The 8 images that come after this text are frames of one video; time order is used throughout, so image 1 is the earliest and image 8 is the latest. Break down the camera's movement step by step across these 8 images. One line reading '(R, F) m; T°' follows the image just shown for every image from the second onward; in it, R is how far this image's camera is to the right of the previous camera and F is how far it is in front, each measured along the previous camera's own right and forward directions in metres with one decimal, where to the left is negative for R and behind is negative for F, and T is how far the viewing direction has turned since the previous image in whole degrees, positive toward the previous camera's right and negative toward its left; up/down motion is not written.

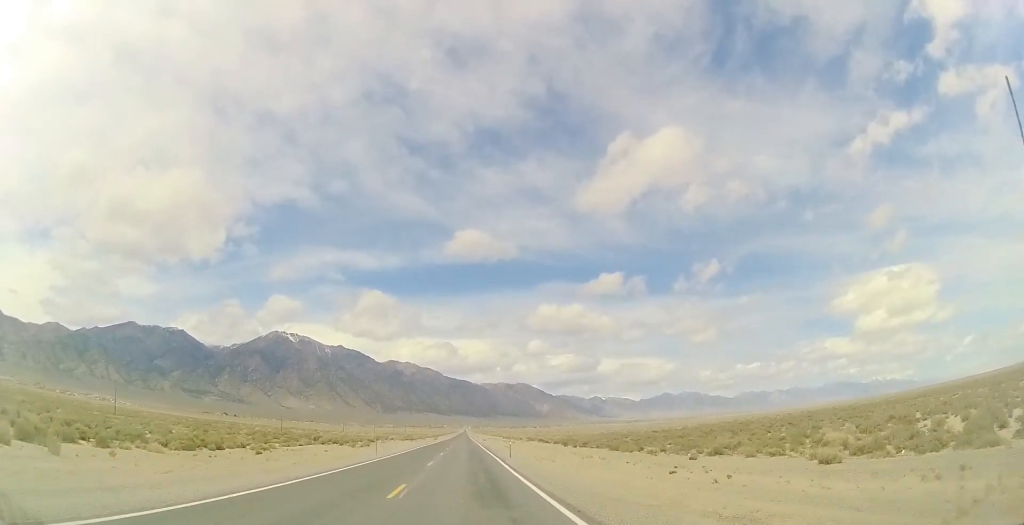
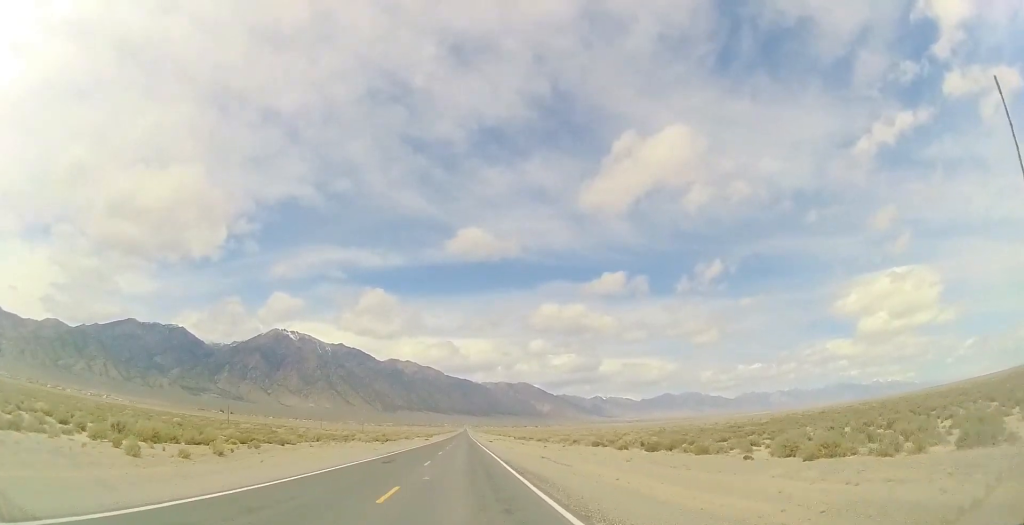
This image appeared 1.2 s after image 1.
(-0.1, +41.8) m; -1°
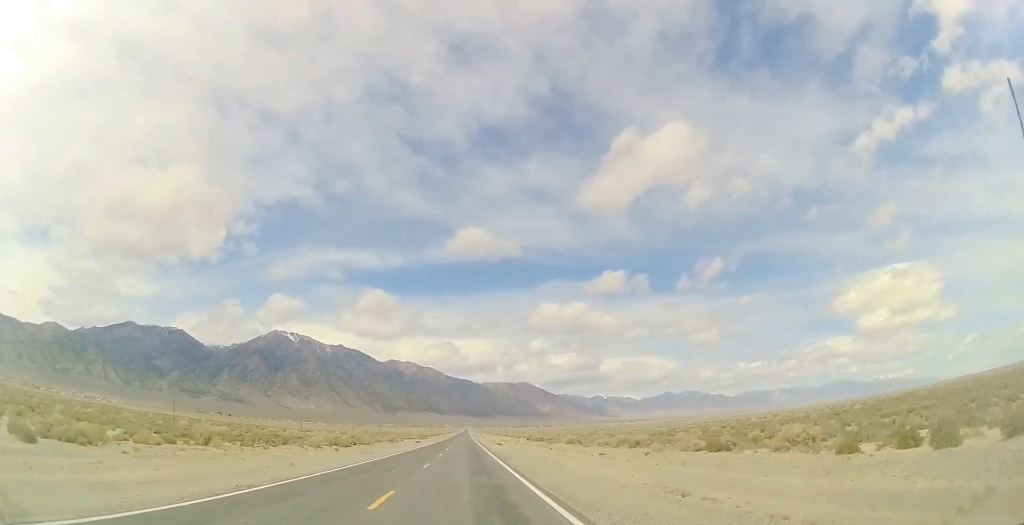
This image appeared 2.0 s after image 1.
(-0.2, +28.0) m; 0°
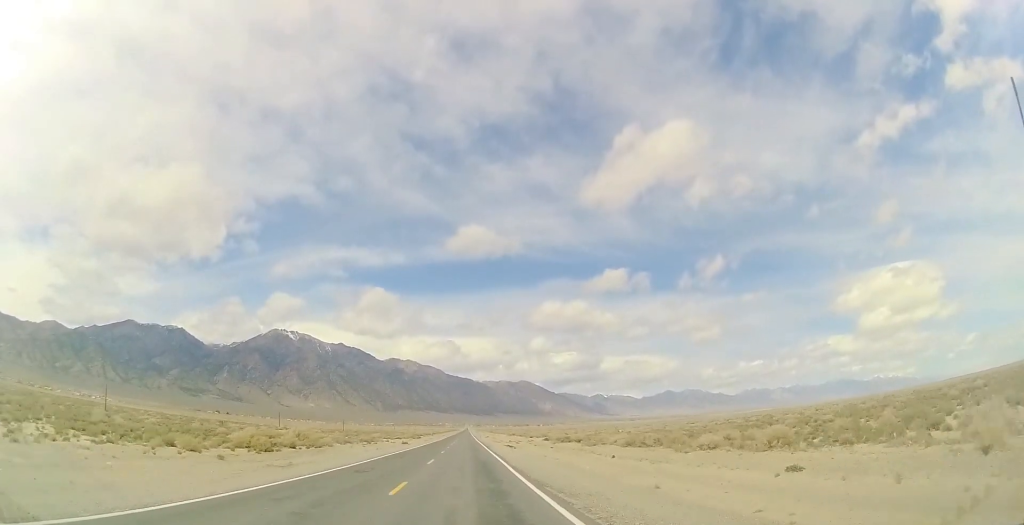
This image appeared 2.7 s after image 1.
(+0.3, +24.6) m; 0°
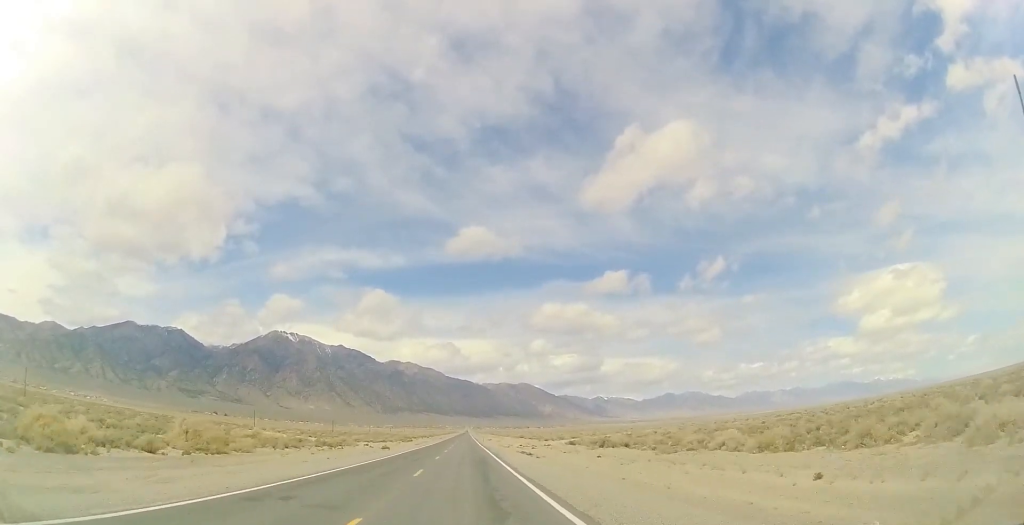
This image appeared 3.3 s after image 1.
(+0.3, +21.2) m; 0°
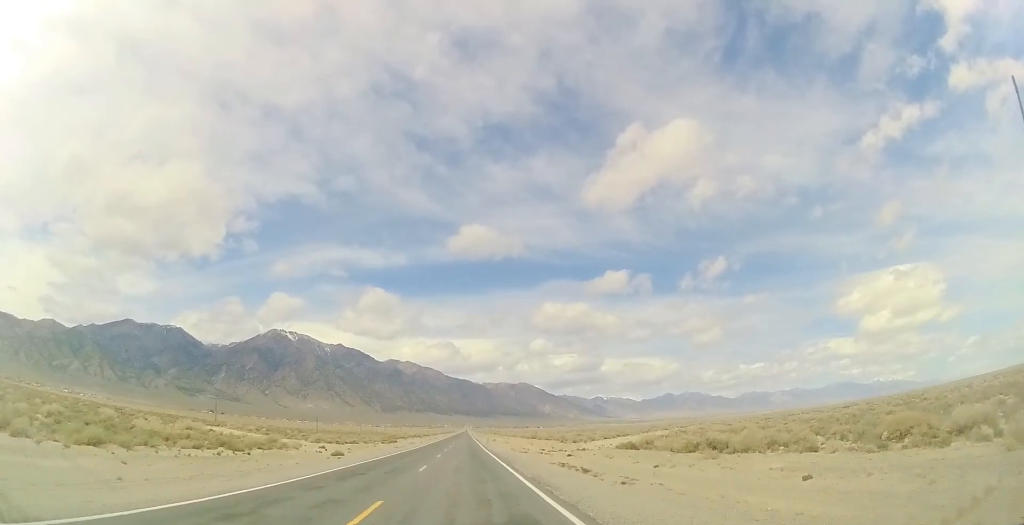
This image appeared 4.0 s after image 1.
(-0.2, +24.7) m; 0°
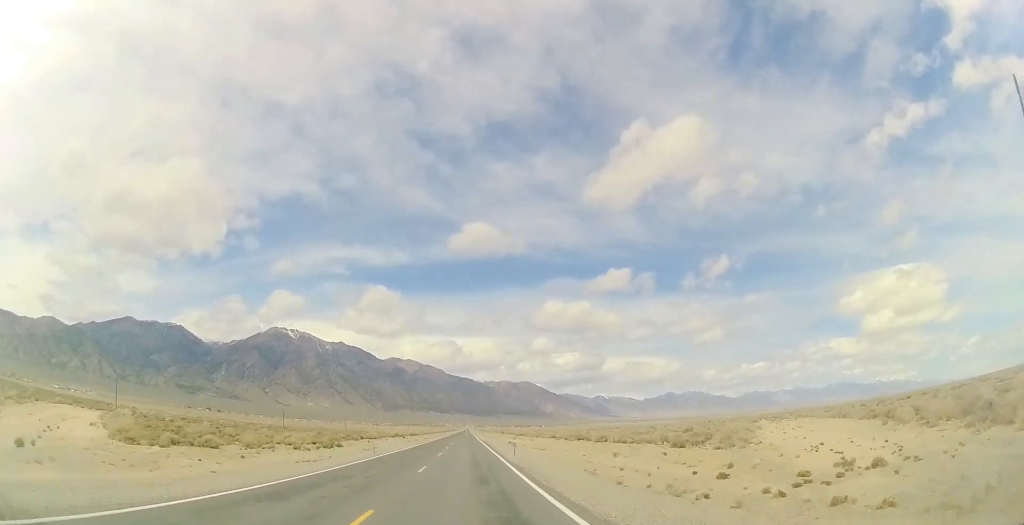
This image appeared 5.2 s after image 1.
(+0.2, +42.4) m; -1°
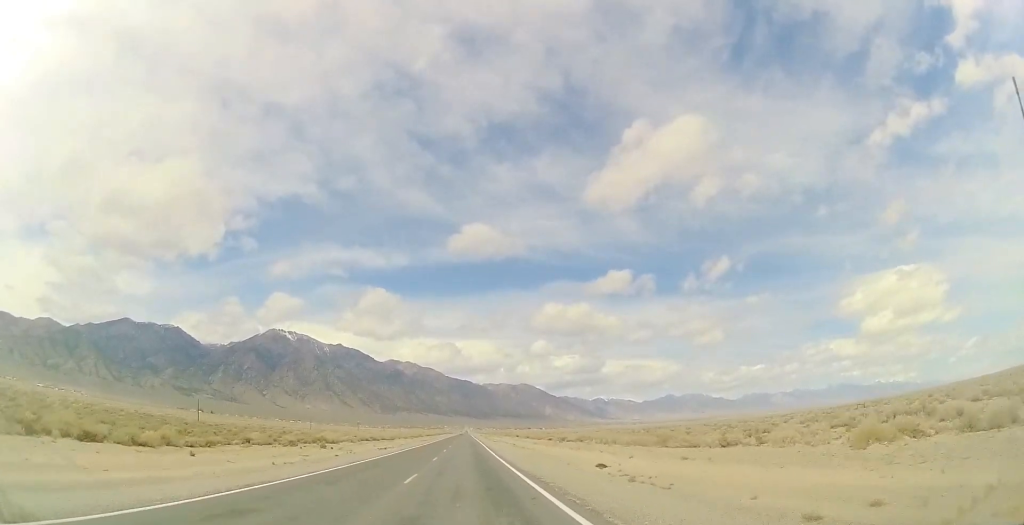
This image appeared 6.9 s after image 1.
(-0.4, +59.0) m; +1°
